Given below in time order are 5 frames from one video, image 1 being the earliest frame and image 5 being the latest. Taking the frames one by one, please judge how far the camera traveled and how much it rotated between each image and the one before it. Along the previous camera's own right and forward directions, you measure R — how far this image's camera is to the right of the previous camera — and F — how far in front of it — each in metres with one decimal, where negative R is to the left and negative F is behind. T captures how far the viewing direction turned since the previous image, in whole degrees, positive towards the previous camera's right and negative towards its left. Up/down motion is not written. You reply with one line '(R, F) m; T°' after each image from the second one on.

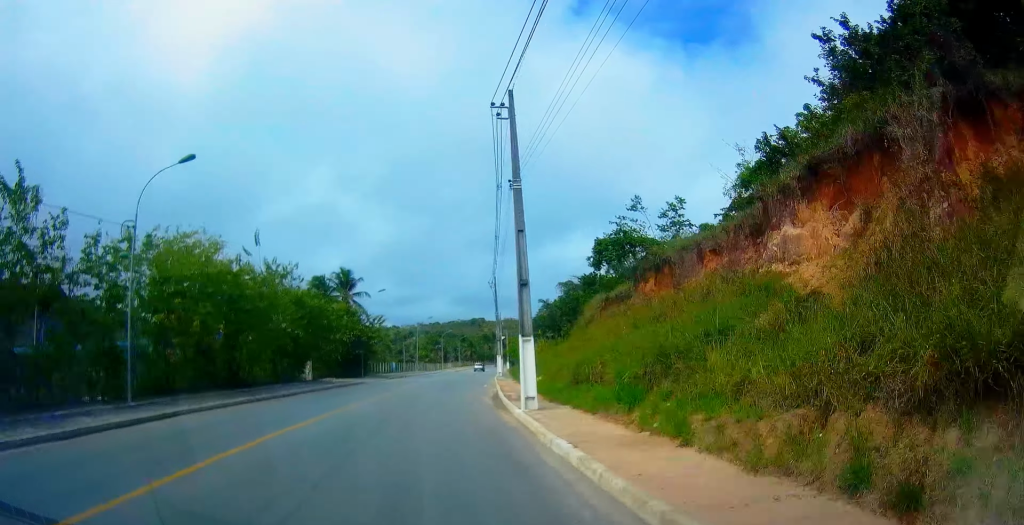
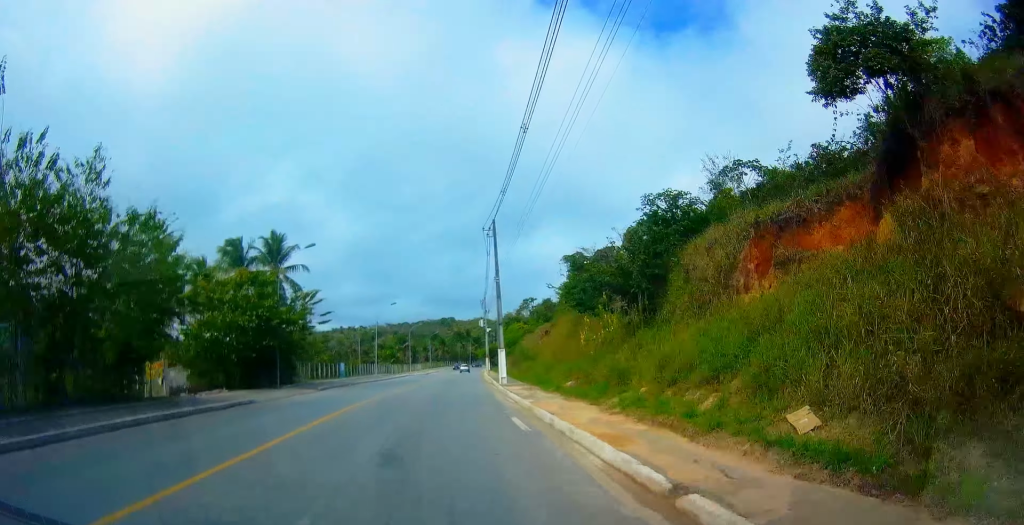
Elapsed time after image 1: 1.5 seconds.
(+0.3, +22.7) m; +2°
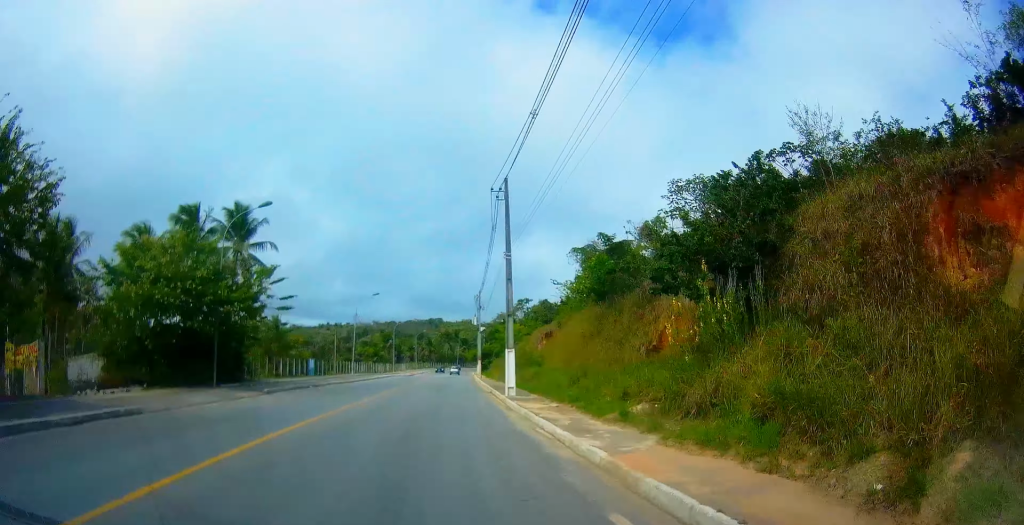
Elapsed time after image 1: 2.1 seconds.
(+0.1, +8.8) m; +1°
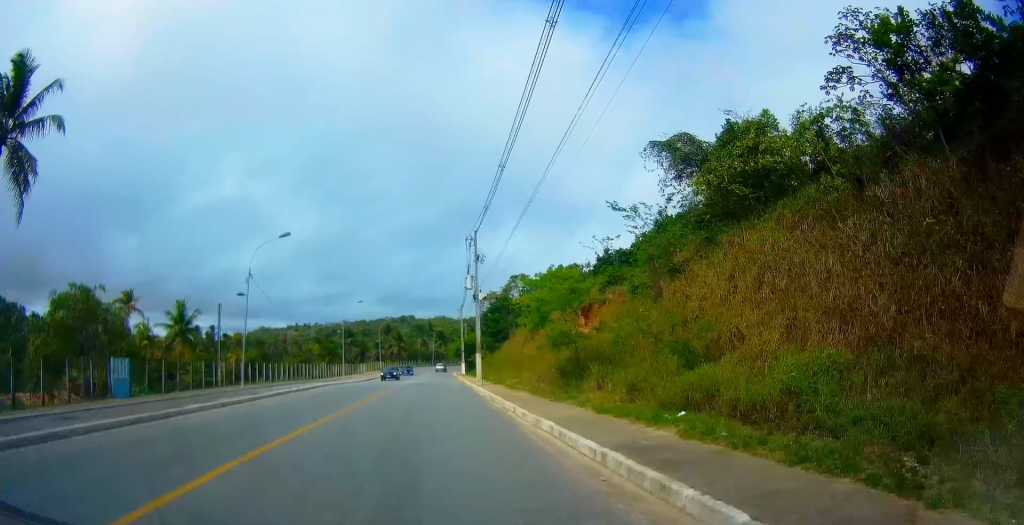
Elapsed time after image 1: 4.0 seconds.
(+0.8, +29.2) m; +1°
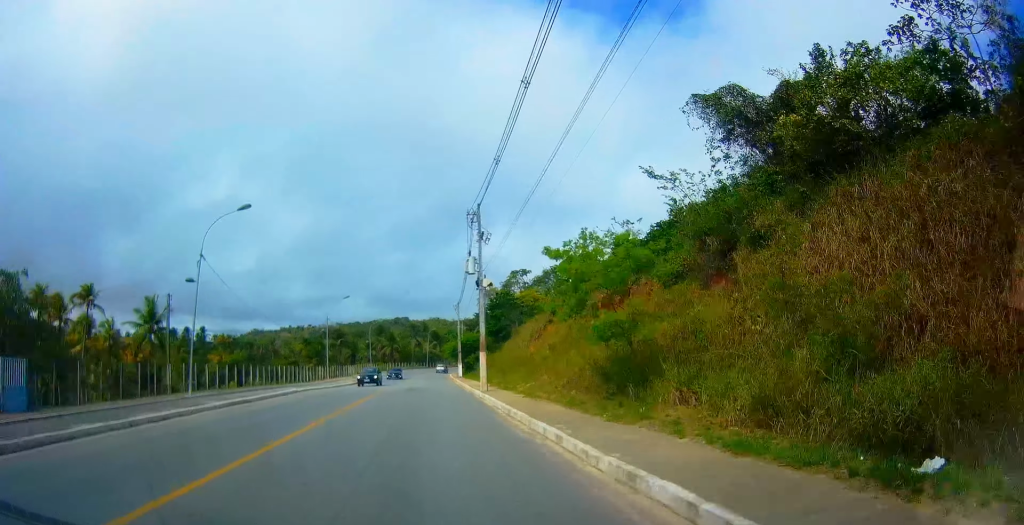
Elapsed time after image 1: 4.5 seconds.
(-0.2, +6.6) m; 0°
